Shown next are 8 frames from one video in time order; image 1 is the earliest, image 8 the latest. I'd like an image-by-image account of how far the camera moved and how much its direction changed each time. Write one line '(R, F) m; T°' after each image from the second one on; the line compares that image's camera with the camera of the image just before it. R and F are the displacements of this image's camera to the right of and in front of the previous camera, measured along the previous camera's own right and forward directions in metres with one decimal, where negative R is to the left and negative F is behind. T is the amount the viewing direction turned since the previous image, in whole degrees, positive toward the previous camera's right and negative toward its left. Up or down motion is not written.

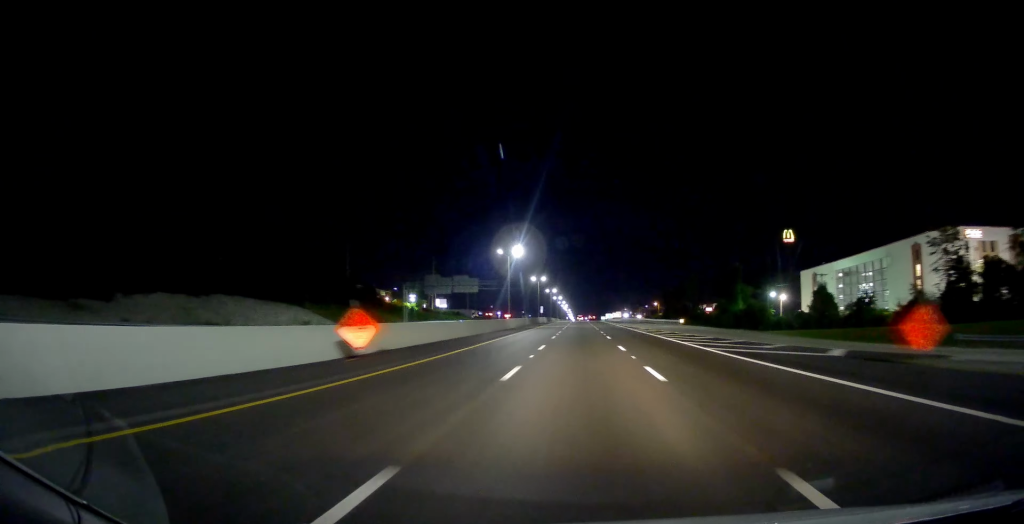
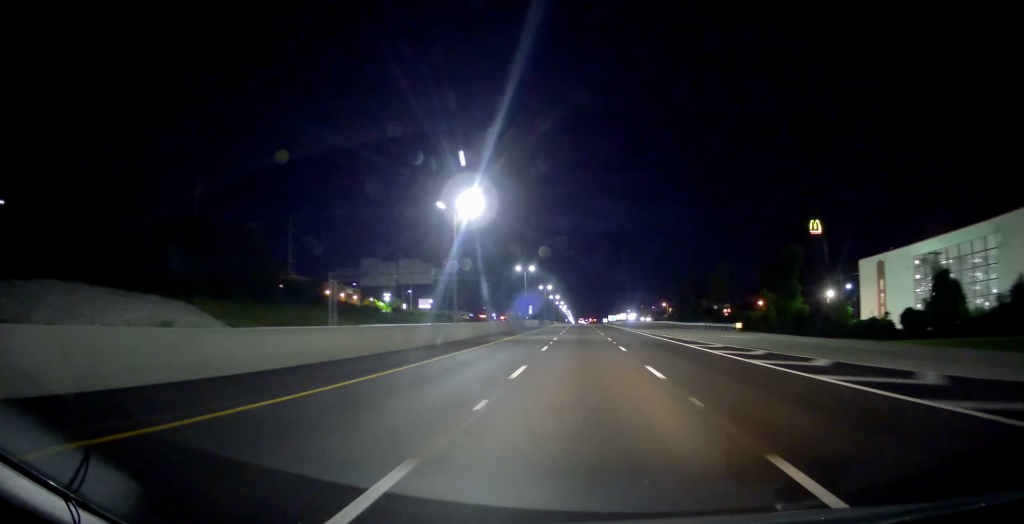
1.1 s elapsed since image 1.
(-0.3, +35.6) m; 0°
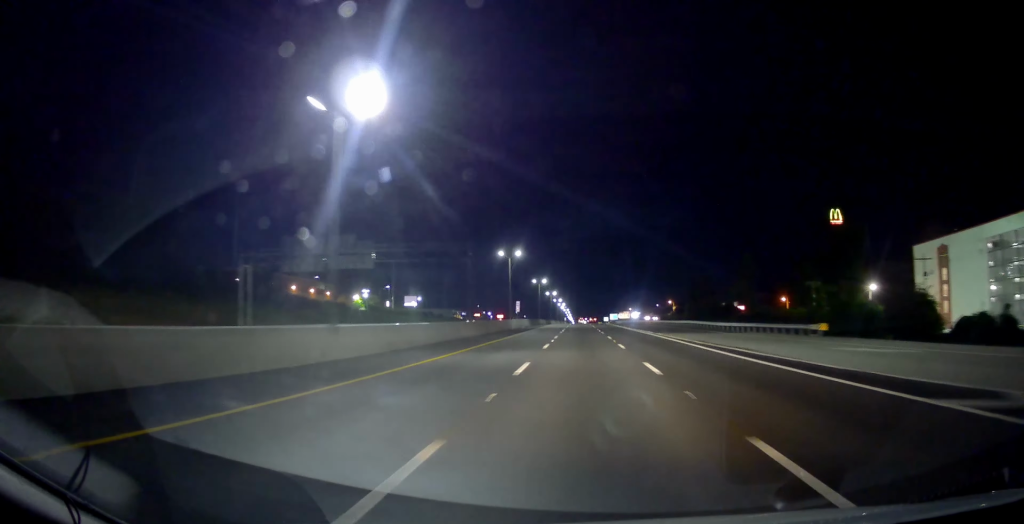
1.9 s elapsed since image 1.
(+0.2, +23.1) m; 0°
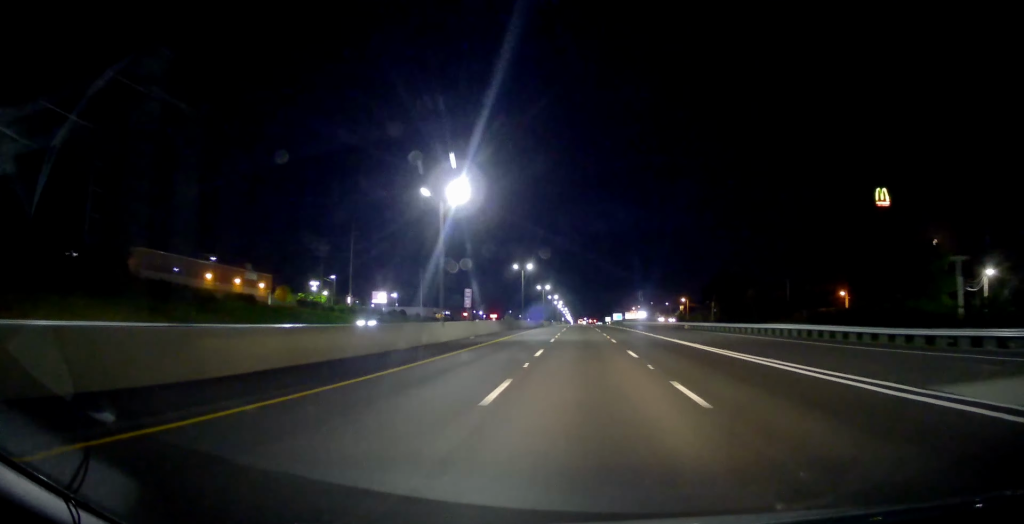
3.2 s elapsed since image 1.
(-0.5, +41.4) m; 0°
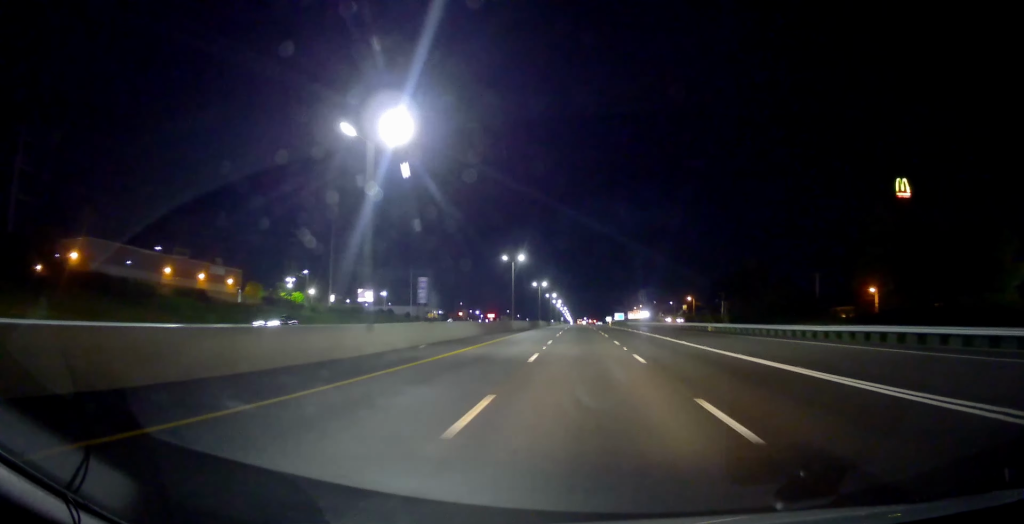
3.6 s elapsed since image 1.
(-0.2, +14.9) m; 0°
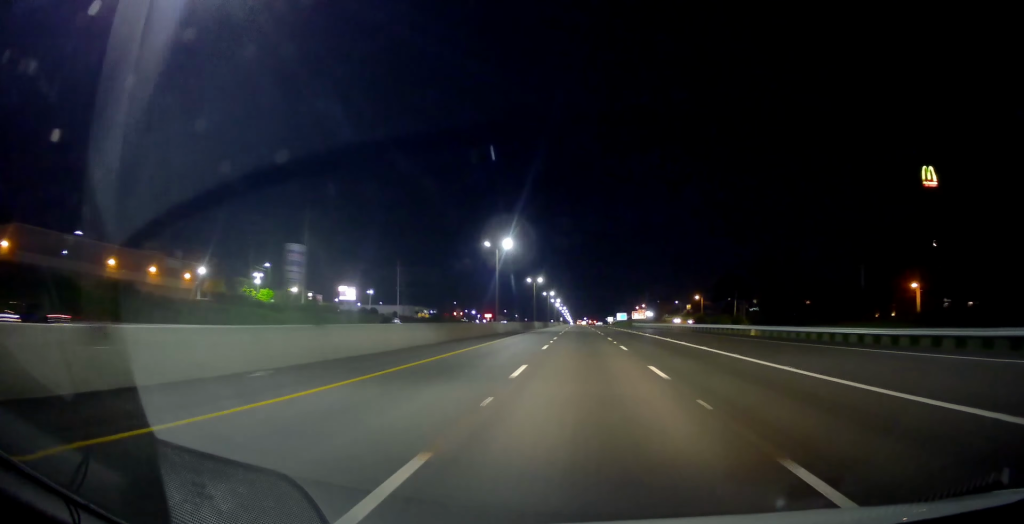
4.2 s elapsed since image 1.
(+0.3, +17.2) m; 0°
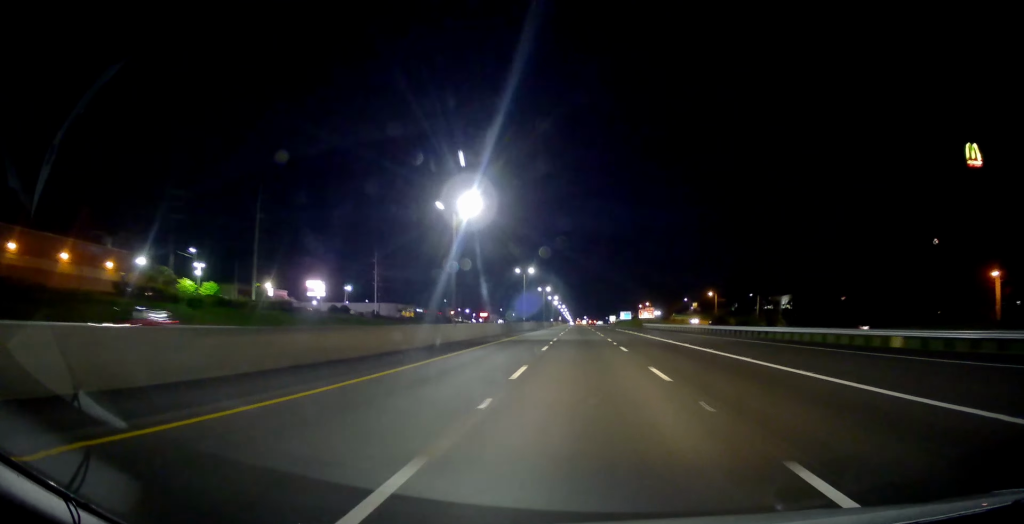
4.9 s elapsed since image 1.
(+0.2, +24.6) m; 0°
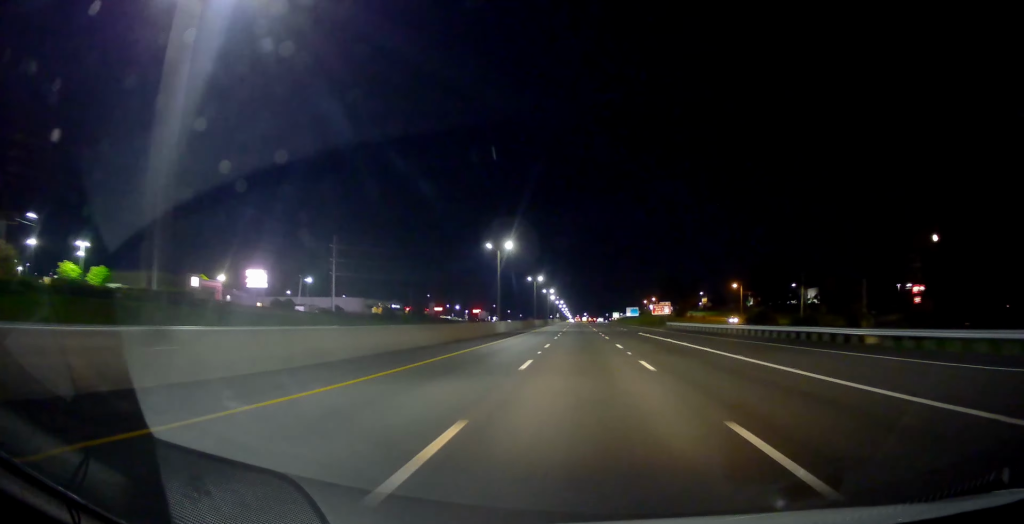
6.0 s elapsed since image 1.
(-0.1, +34.1) m; -1°
